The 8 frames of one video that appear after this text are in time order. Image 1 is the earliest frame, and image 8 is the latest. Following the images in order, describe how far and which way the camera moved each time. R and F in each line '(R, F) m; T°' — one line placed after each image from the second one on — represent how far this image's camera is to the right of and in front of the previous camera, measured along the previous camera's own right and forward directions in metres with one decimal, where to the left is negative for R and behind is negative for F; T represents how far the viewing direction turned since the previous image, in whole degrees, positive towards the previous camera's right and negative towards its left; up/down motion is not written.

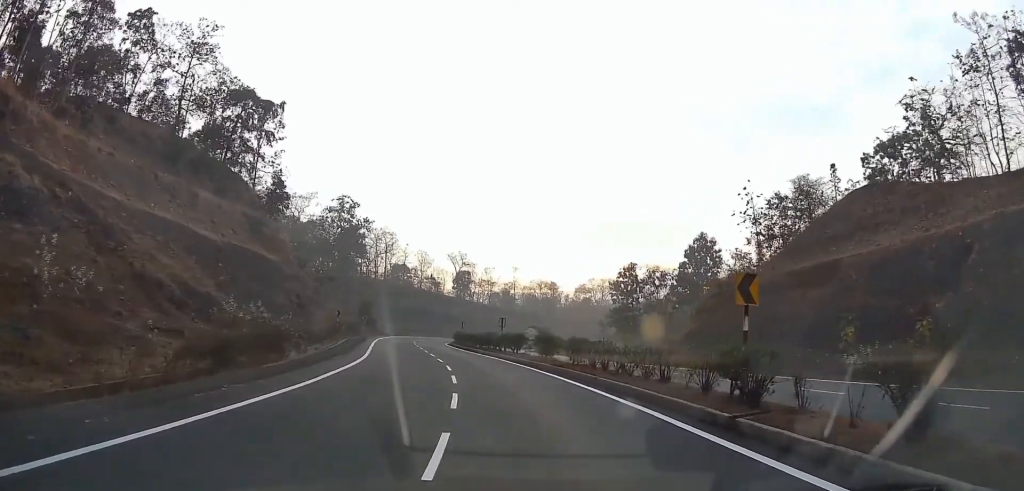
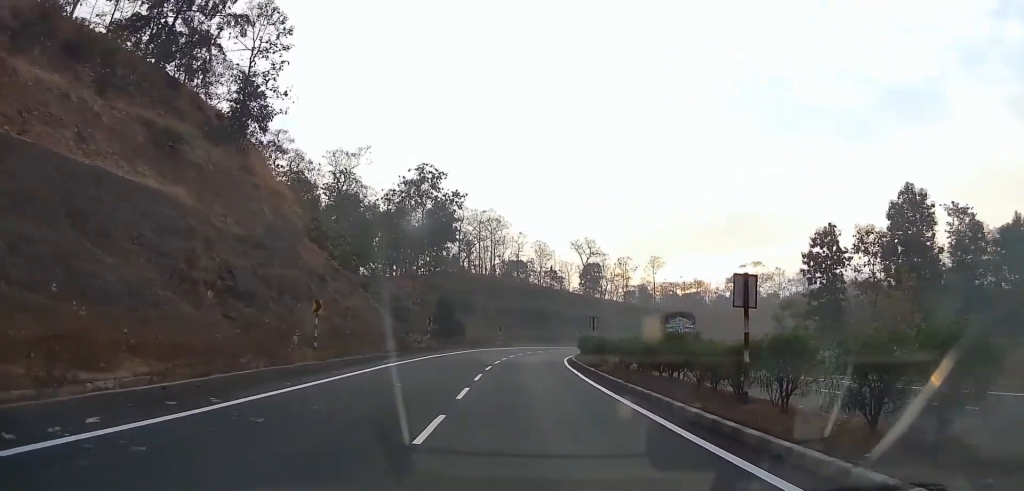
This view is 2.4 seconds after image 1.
(0.0, +32.9) m; -1°
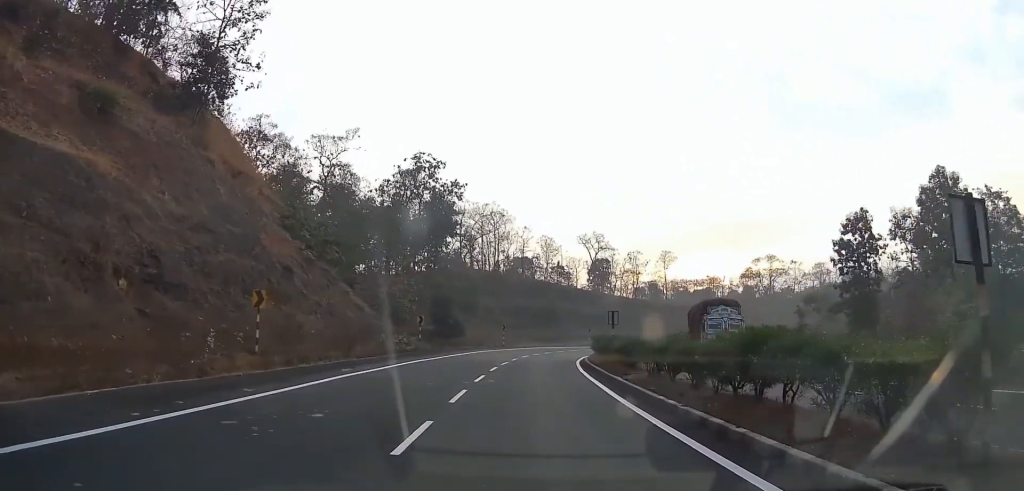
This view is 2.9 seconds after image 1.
(0.0, +6.7) m; -6°
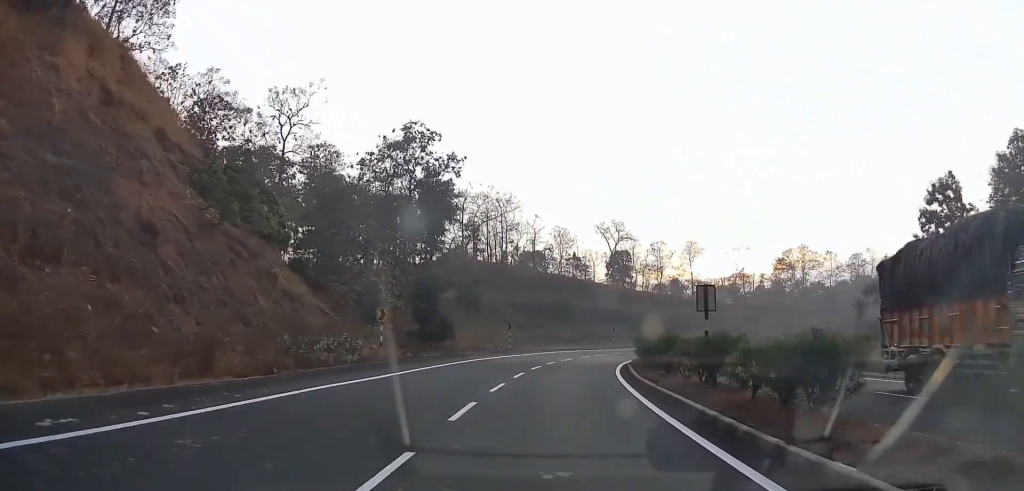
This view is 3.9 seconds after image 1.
(-1.8, +14.0) m; -13°
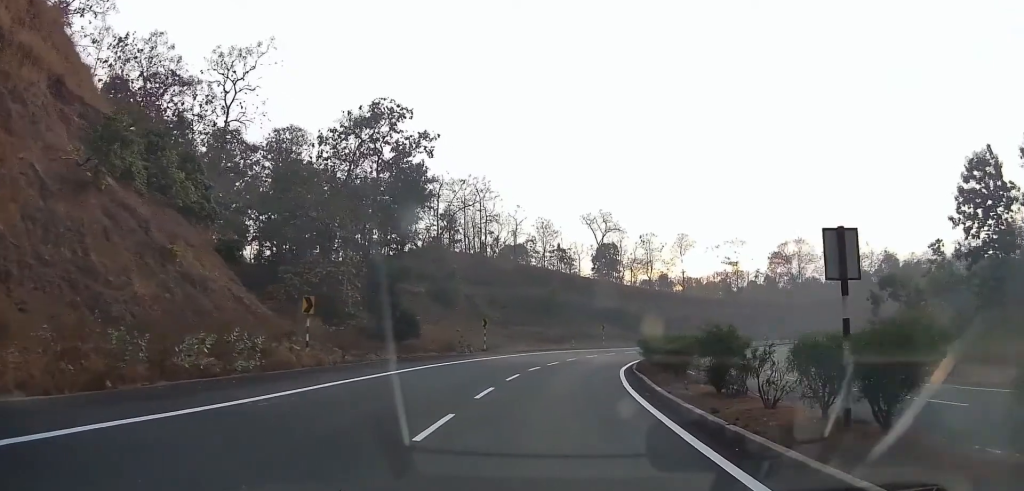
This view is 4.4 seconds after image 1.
(-0.7, +7.6) m; -5°
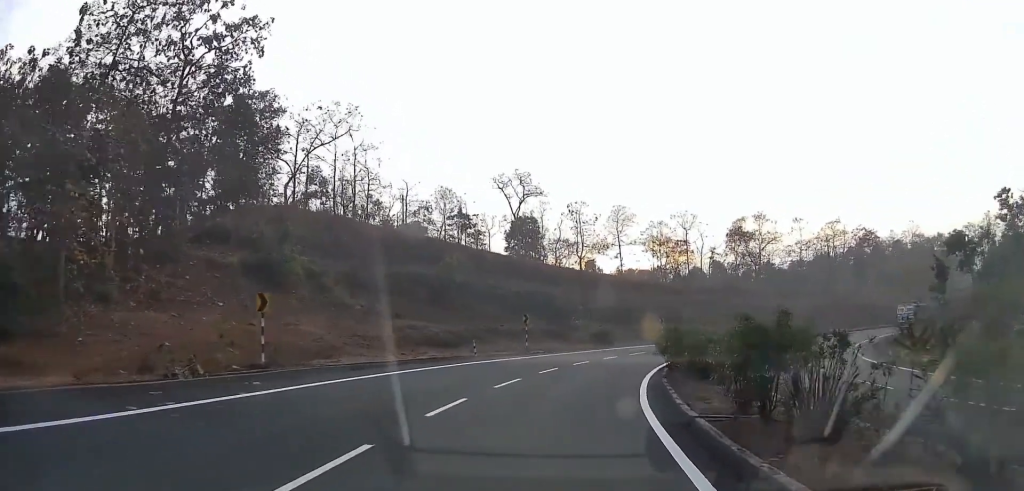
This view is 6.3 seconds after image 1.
(+1.0, +27.5) m; +6°
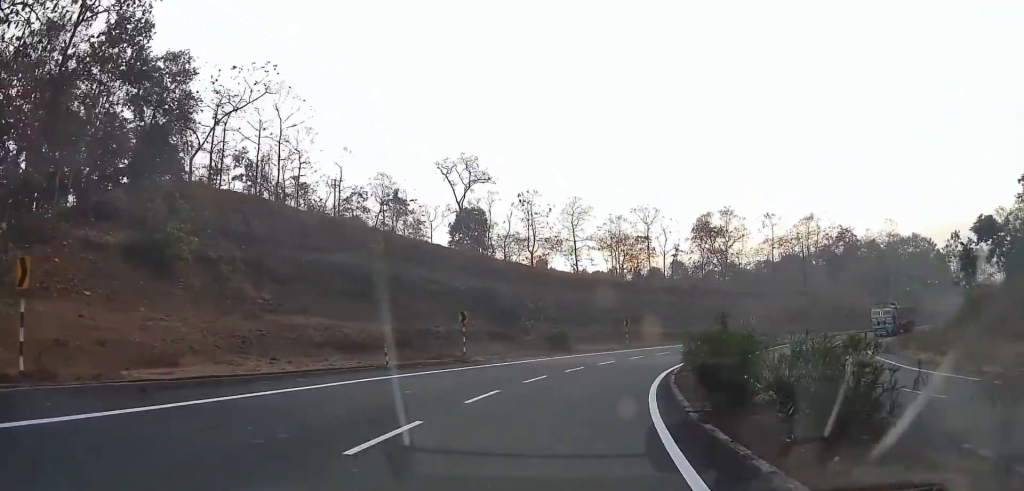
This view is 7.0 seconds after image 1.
(+0.3, +9.4) m; +3°
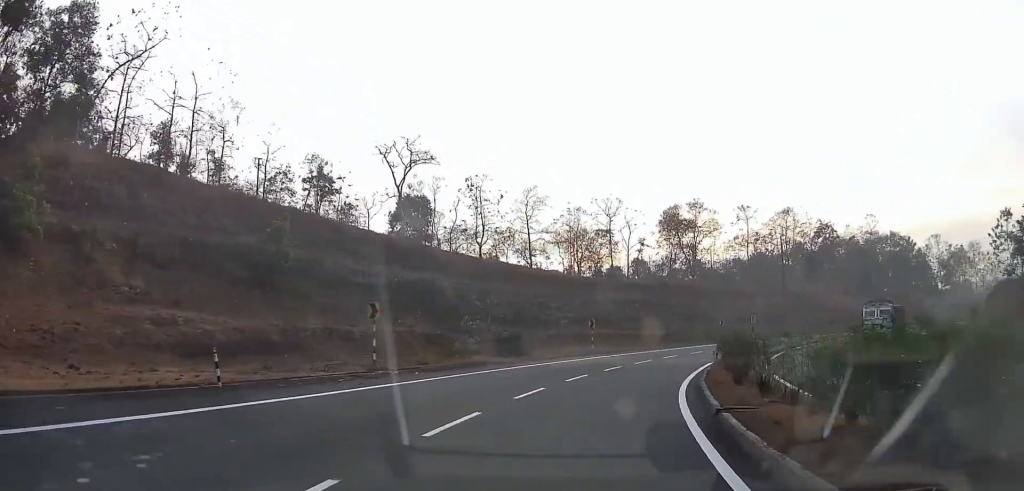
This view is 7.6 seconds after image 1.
(+0.2, +9.9) m; +4°
